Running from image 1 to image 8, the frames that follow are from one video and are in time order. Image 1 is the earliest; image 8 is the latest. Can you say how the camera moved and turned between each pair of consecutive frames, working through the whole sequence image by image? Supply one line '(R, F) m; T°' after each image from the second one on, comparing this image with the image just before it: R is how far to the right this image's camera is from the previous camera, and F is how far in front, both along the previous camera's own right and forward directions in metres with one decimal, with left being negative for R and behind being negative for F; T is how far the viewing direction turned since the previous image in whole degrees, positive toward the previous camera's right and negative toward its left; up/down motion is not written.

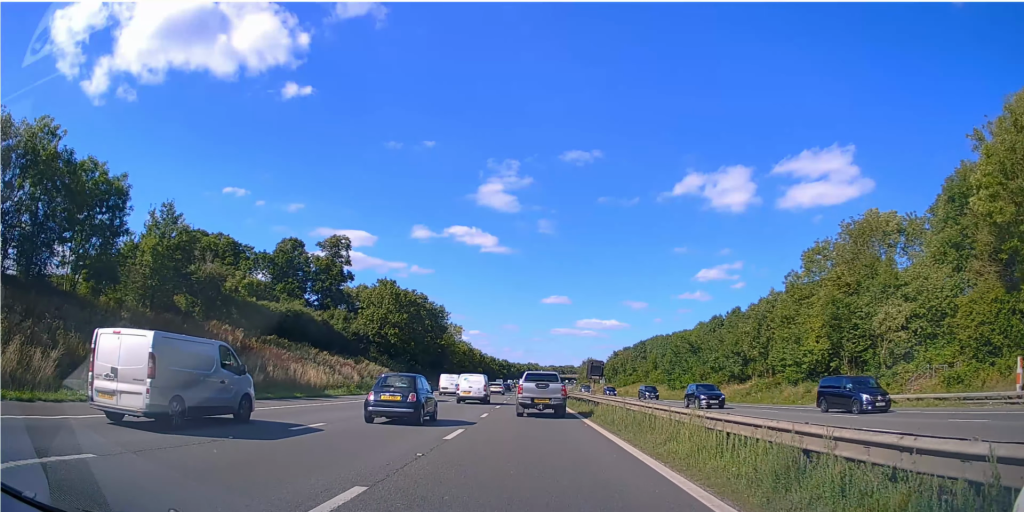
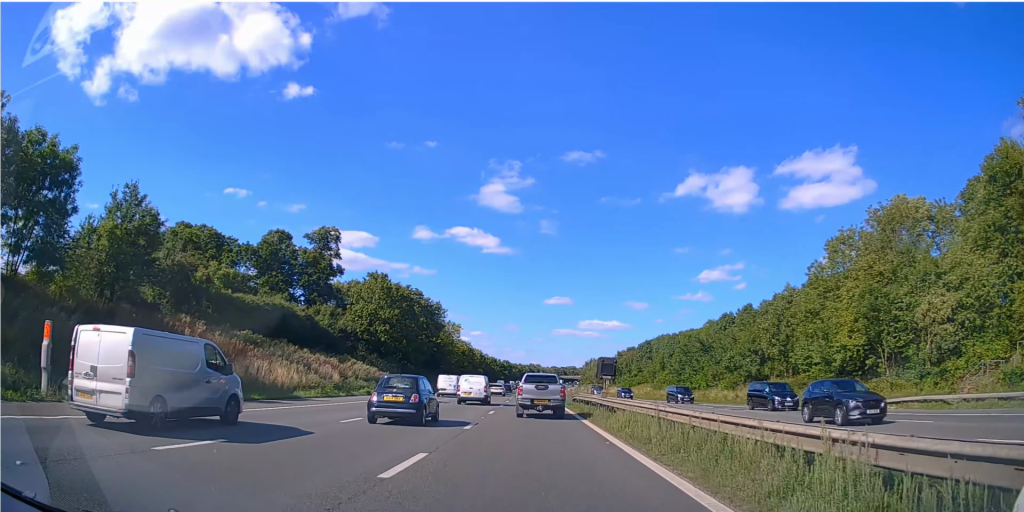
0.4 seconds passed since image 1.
(0.0, +5.5) m; 0°
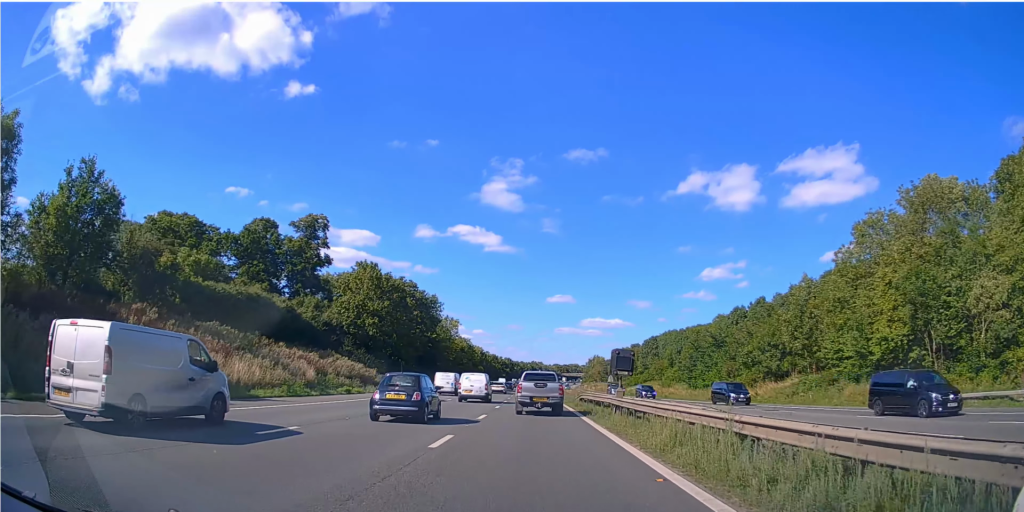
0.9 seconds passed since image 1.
(0.0, +5.6) m; 0°
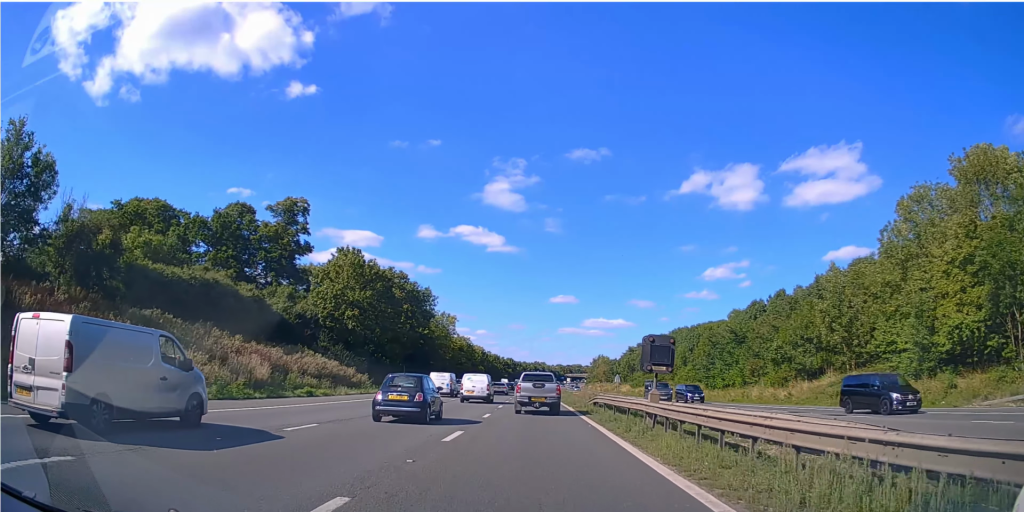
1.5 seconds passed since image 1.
(0.0, +7.9) m; 0°
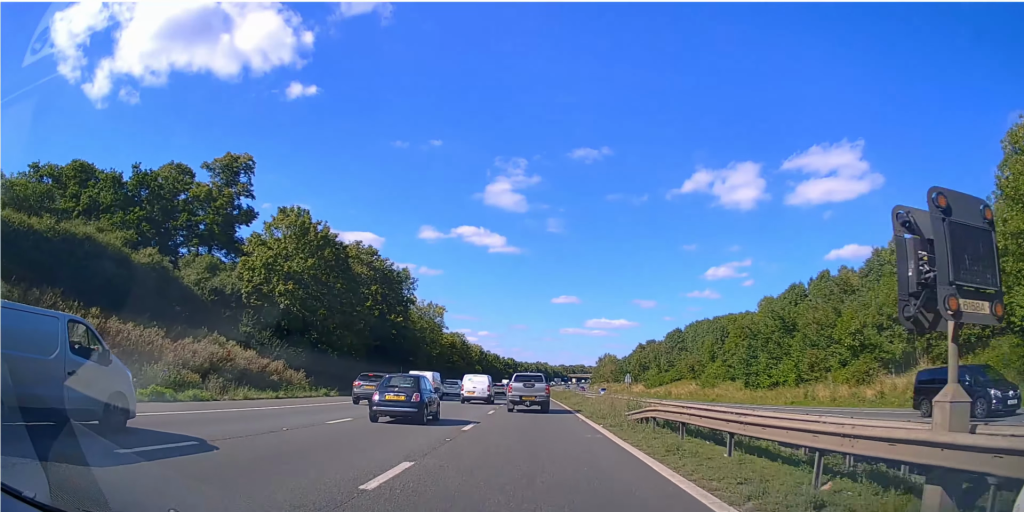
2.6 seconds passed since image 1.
(-0.1, +14.9) m; -1°
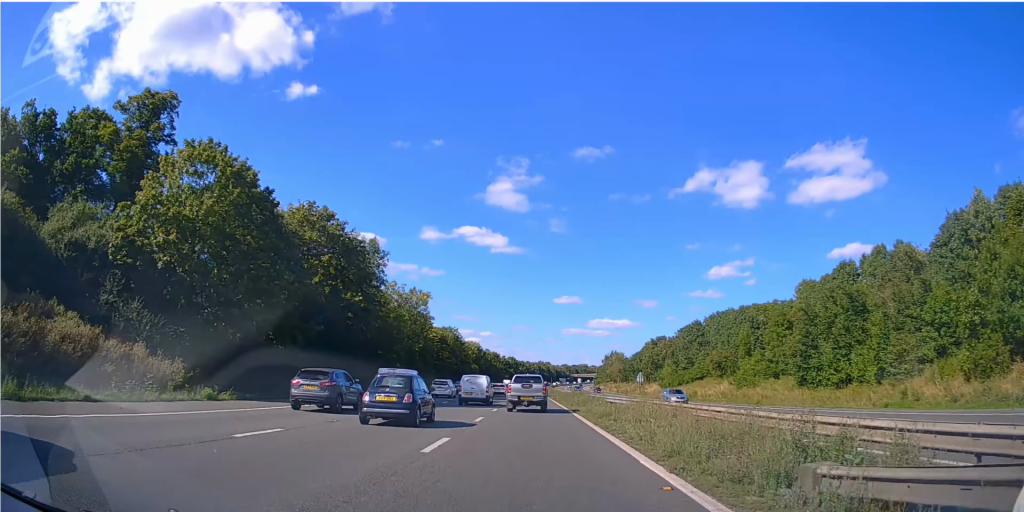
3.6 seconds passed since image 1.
(0.0, +14.6) m; 0°
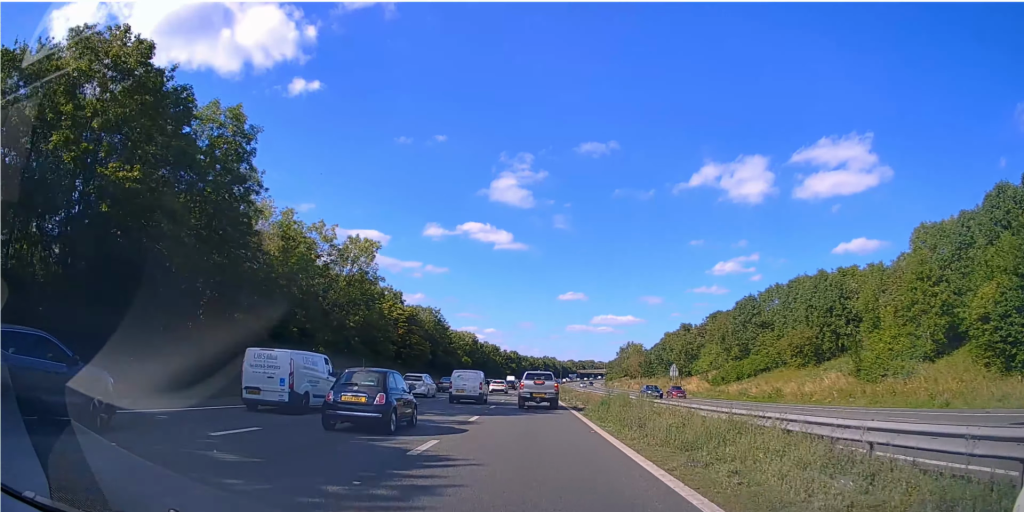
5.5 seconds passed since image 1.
(-0.1, +28.2) m; 0°
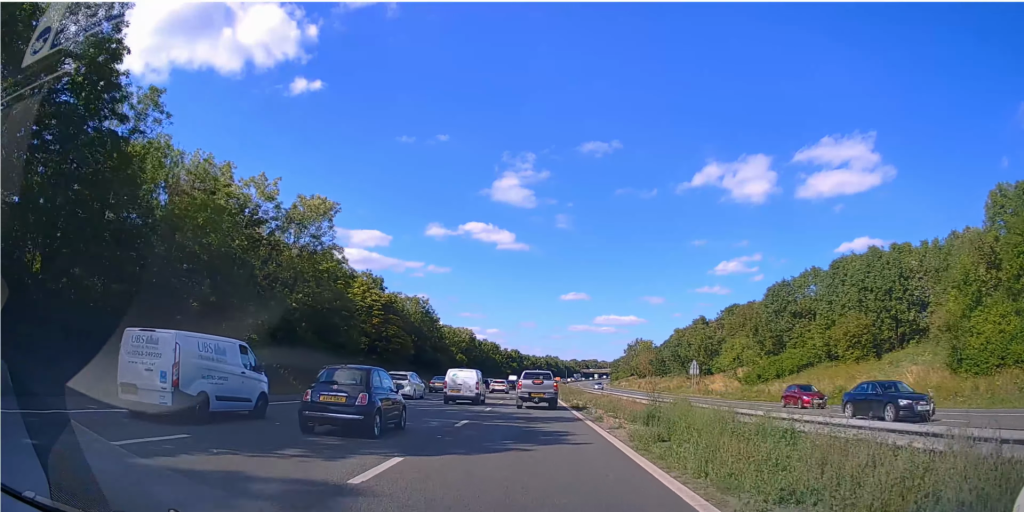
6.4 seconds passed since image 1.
(0.0, +12.2) m; 0°
